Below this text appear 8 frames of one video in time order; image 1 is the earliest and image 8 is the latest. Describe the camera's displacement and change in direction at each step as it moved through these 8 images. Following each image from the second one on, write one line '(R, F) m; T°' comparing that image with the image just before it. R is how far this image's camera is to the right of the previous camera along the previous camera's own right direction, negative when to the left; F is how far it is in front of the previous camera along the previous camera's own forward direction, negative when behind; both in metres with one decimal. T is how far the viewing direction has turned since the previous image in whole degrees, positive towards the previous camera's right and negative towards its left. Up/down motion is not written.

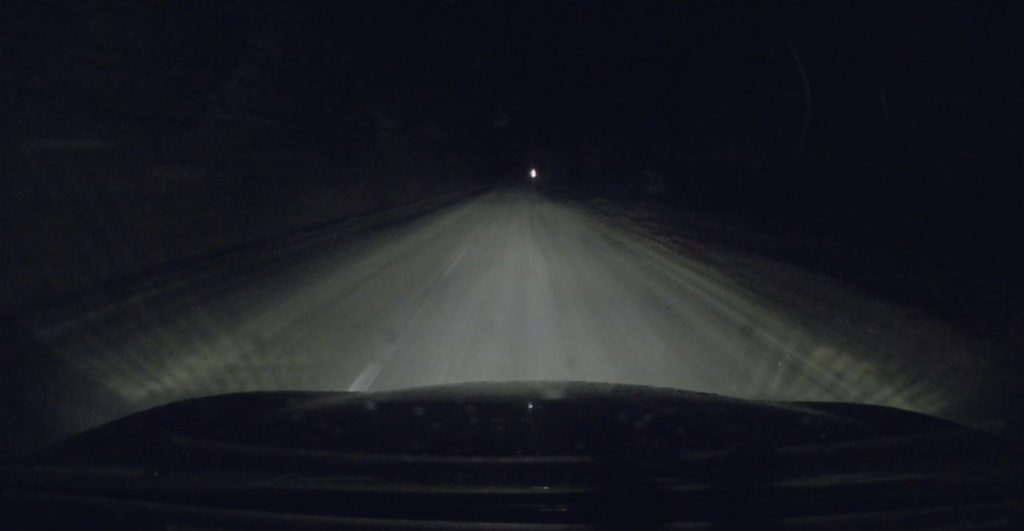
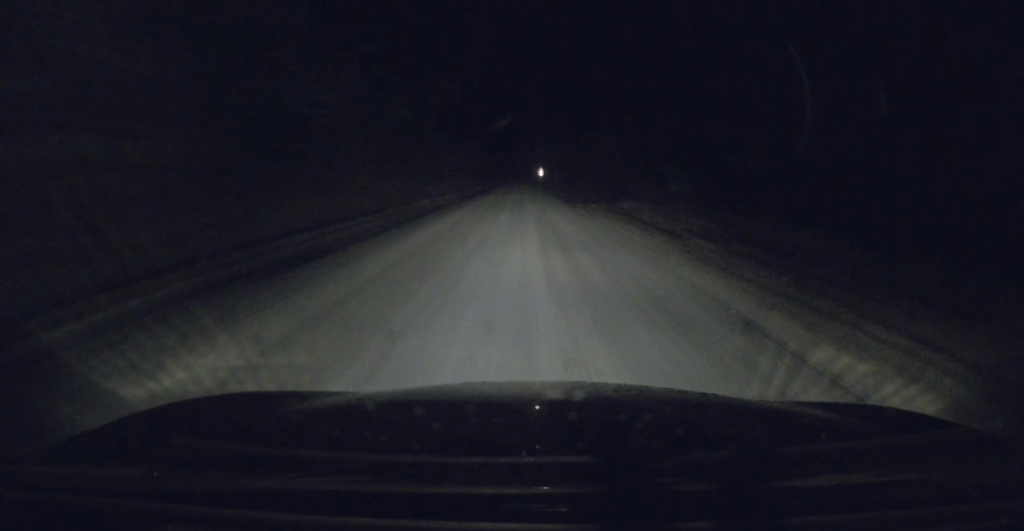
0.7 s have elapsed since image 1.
(0.0, +8.9) m; 0°
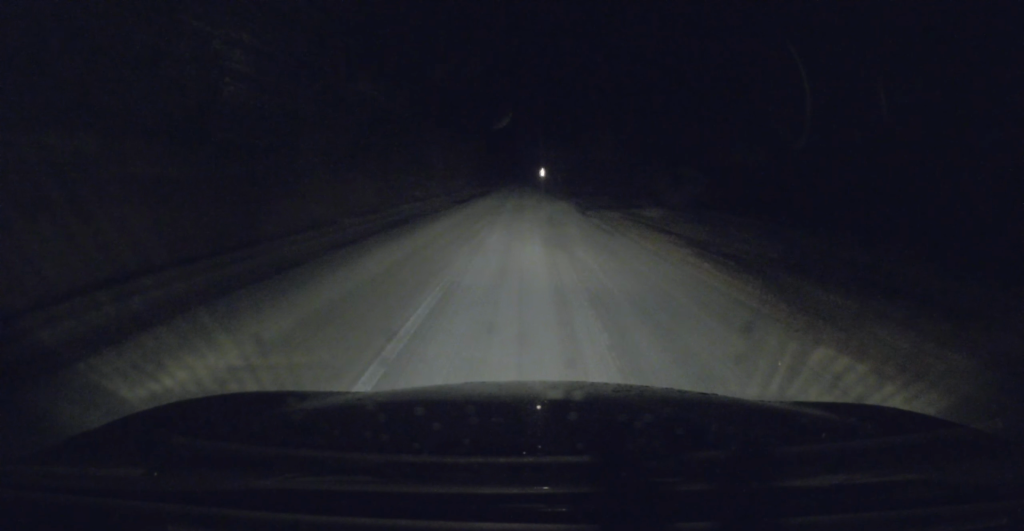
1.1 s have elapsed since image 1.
(0.0, +5.4) m; 0°
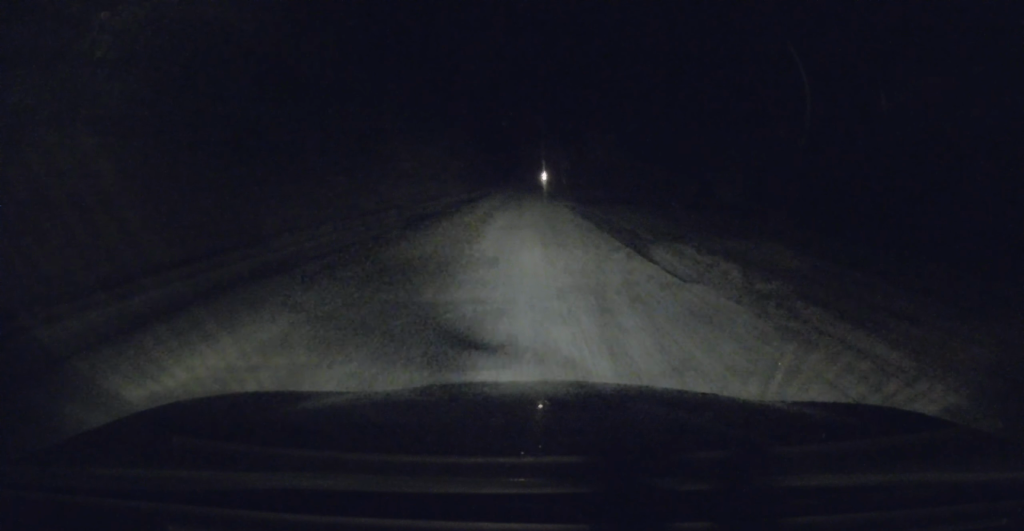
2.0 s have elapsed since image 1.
(0.0, +12.1) m; -1°
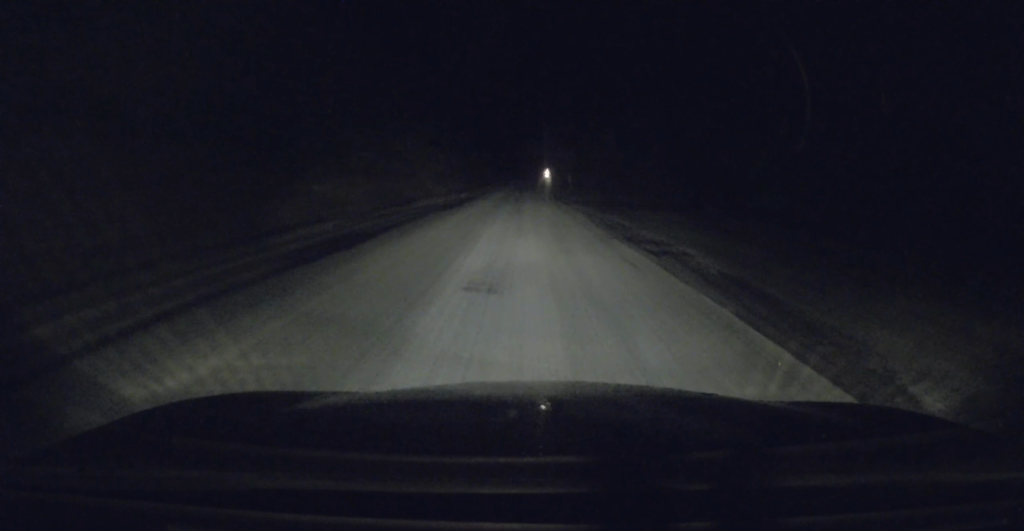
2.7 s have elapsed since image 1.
(-0.1, +9.4) m; -1°
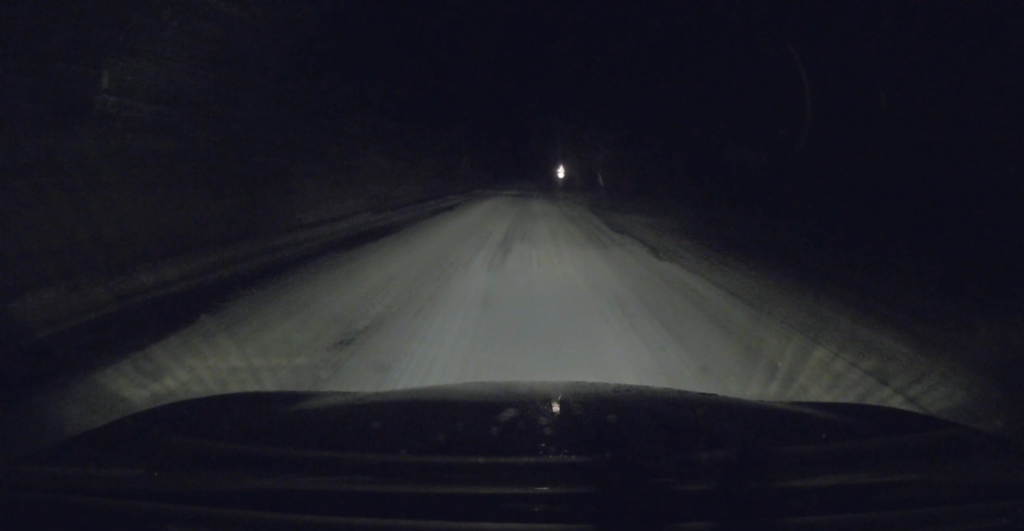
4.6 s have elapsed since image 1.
(0.0, +25.6) m; -1°
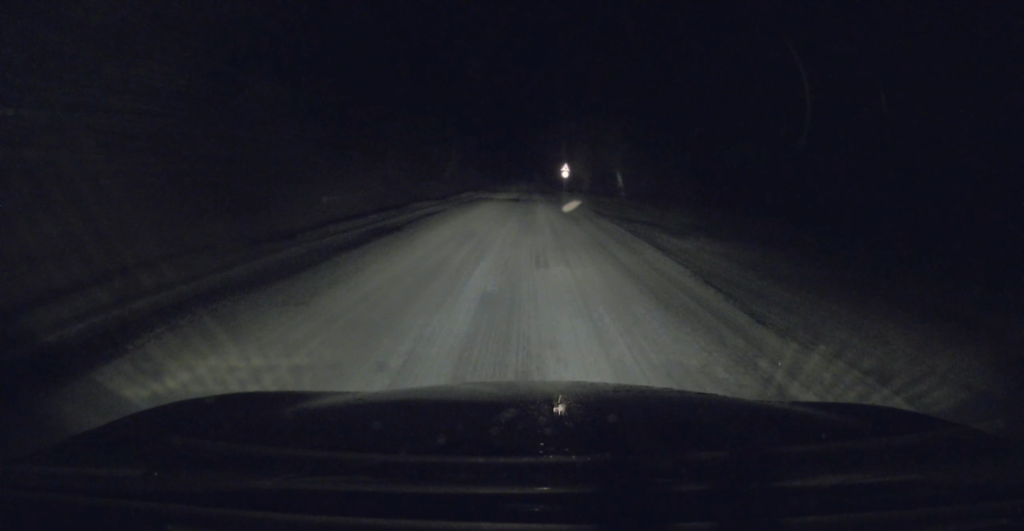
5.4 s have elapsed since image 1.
(-0.2, +10.5) m; -1°
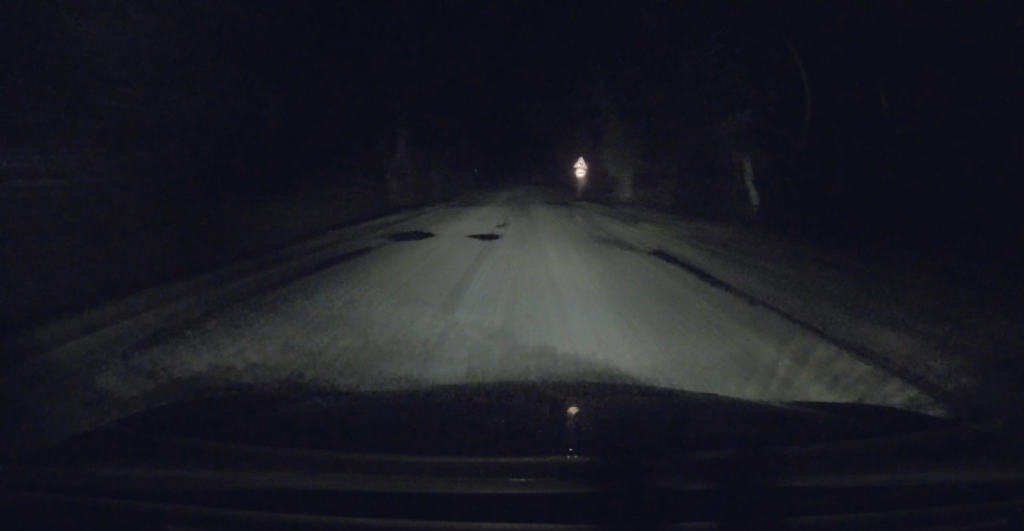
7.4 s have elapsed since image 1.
(+0.1, +23.6) m; 0°
